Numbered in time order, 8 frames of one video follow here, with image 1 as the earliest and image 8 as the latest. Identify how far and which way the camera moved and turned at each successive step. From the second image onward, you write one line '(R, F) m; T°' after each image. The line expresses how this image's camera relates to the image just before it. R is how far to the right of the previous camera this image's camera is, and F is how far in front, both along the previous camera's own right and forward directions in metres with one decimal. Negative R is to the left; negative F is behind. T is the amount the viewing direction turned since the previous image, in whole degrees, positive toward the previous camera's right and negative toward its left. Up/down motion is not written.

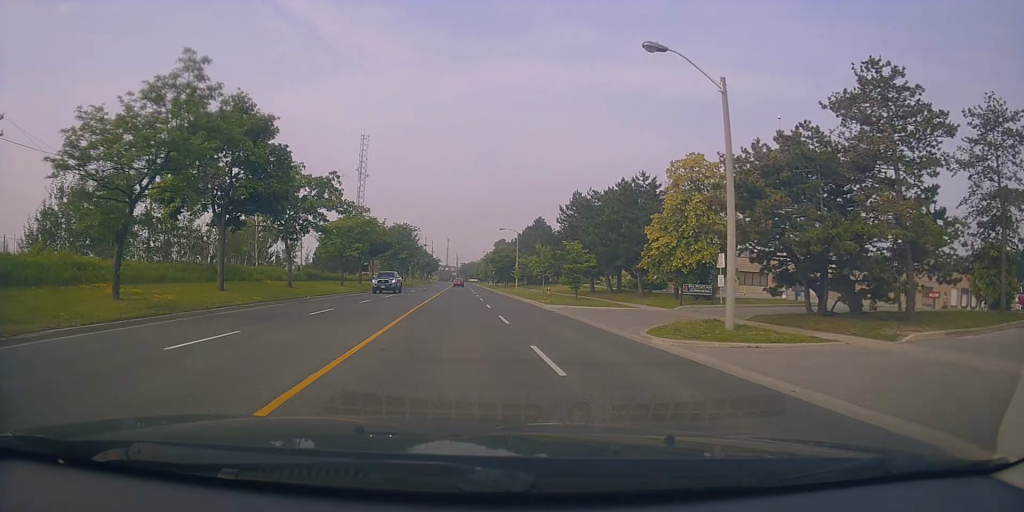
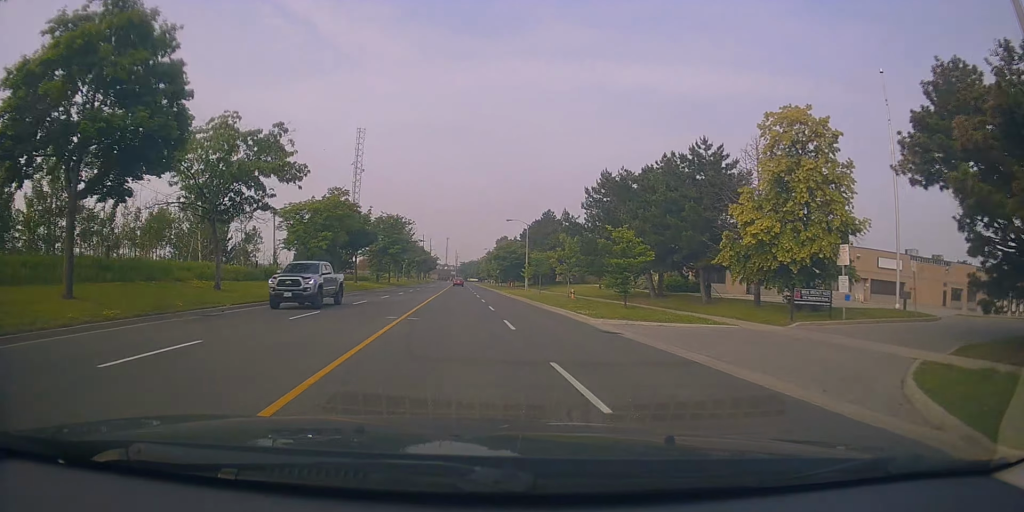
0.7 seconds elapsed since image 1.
(0.0, +11.1) m; +2°
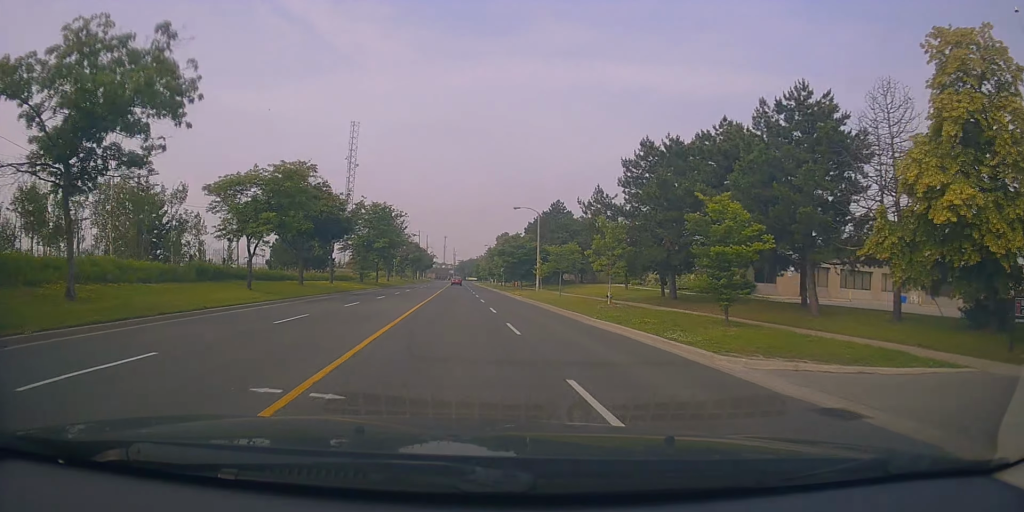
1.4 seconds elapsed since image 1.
(+0.7, +10.6) m; 0°
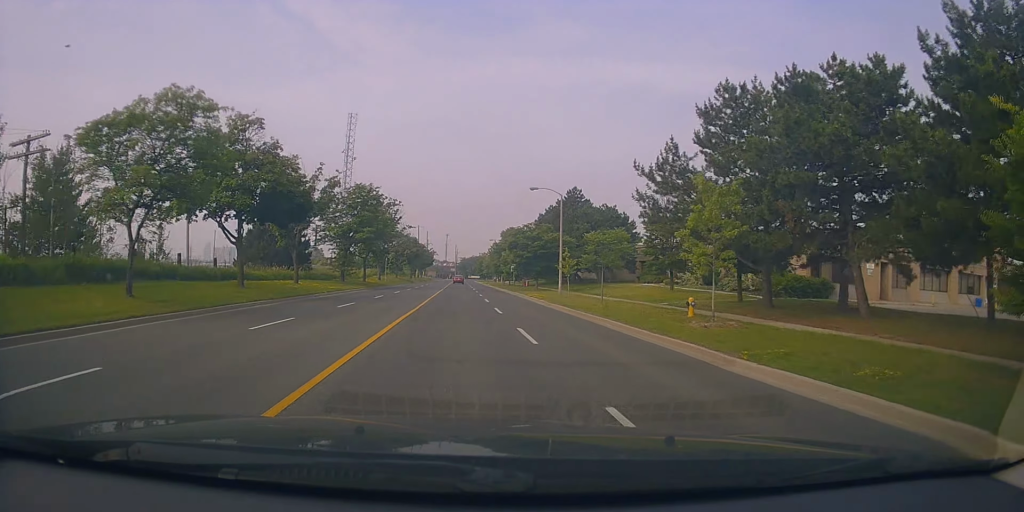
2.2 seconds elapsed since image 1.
(-0.4, +11.1) m; -1°
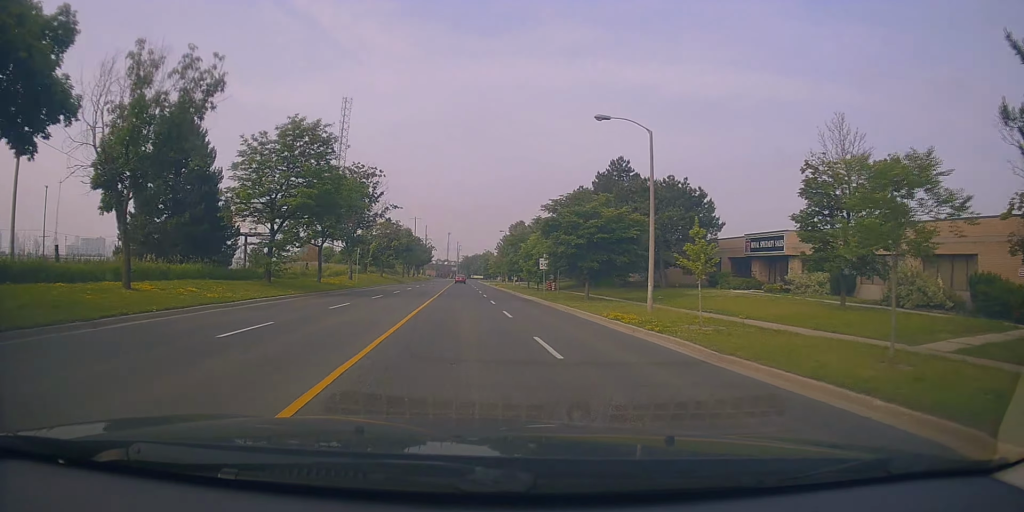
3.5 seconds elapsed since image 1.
(+0.1, +20.4) m; -1°
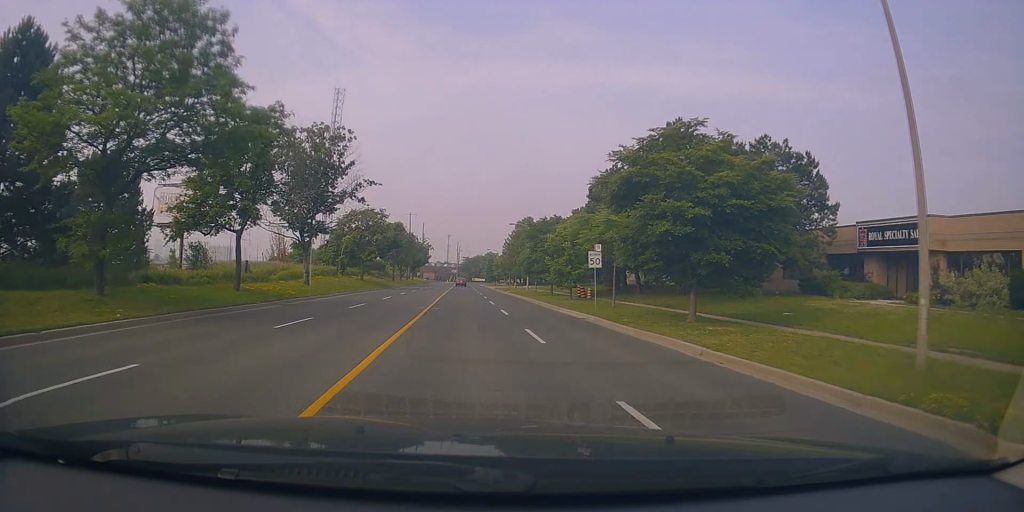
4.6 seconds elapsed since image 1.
(-0.6, +15.4) m; -1°
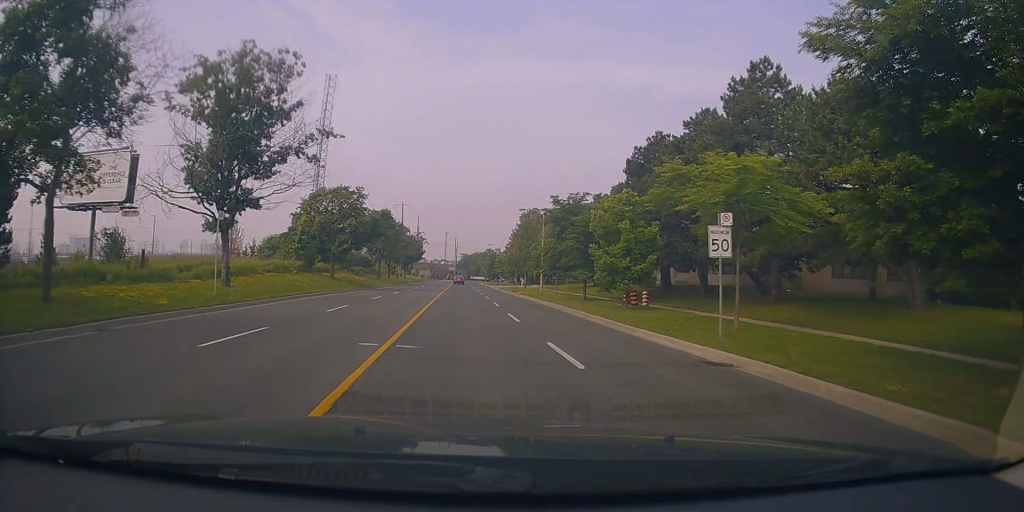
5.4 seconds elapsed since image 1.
(+0.3, +12.9) m; +2°
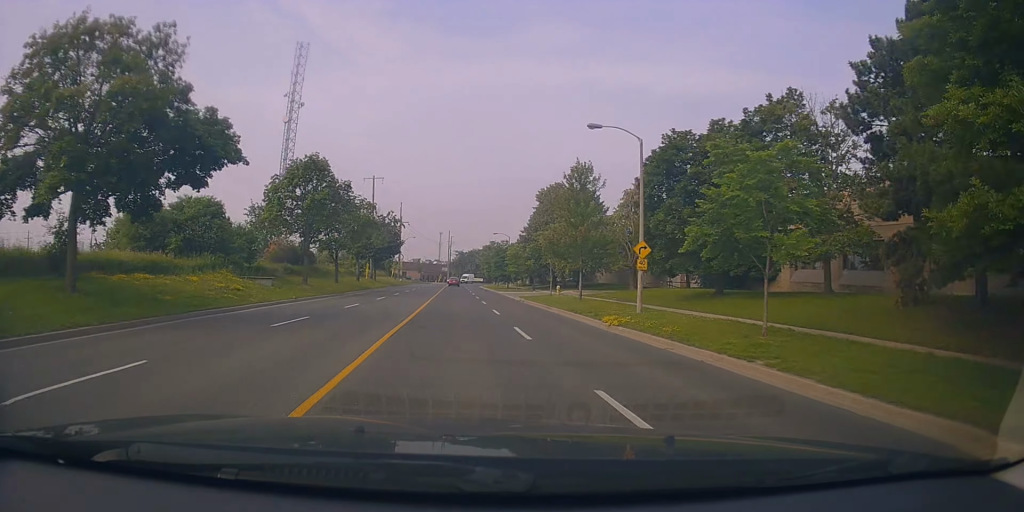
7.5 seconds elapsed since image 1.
(+0.7, +31.6) m; 0°
